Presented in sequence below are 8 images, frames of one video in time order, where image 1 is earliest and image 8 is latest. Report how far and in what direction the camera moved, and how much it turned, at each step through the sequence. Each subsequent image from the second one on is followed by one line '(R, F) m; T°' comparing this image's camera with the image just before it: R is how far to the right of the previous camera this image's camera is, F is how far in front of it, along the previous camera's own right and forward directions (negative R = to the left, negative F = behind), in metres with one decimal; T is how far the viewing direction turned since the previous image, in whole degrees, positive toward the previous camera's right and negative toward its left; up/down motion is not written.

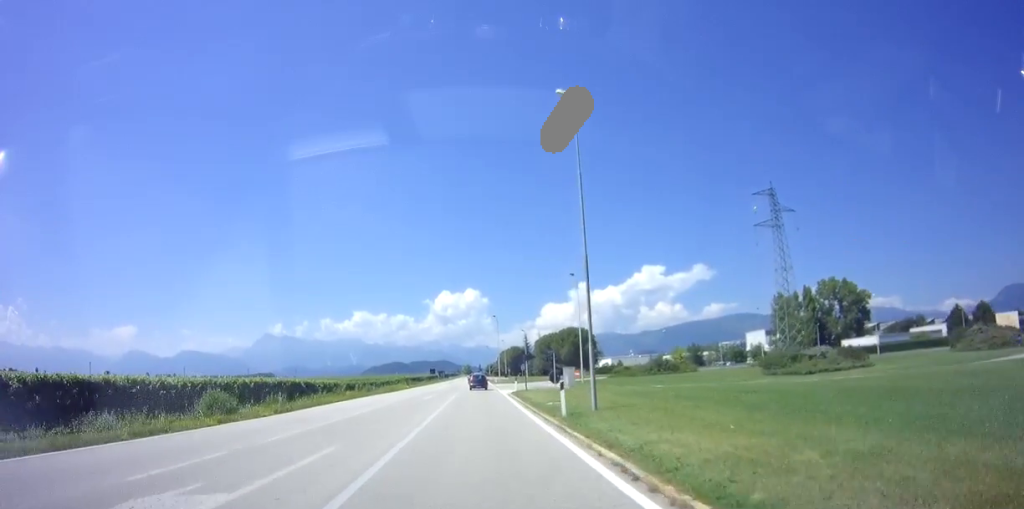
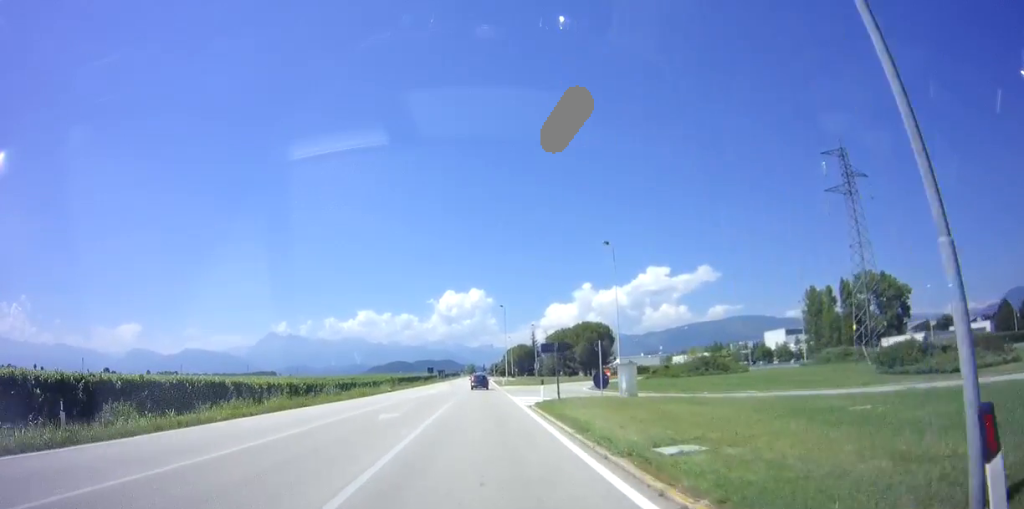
(0.0, +14.5) m; 0°
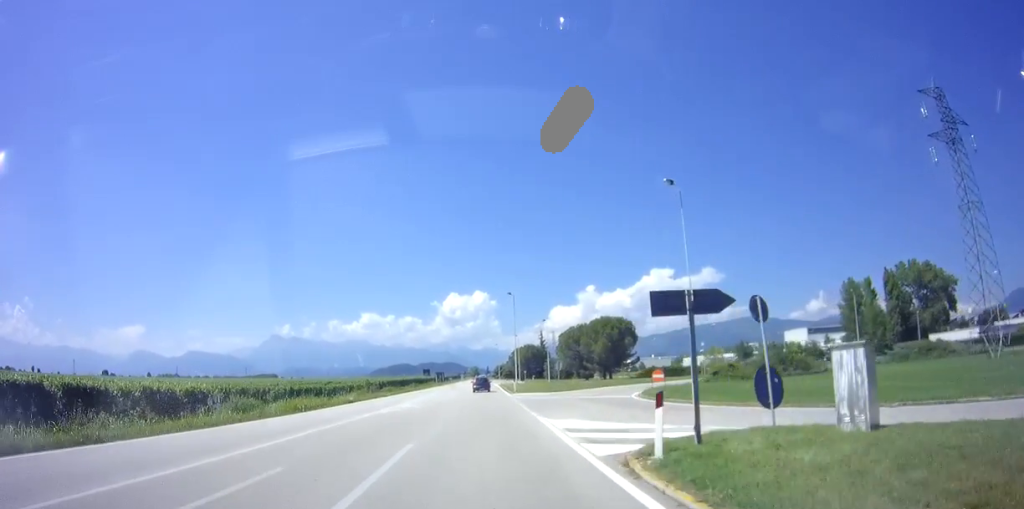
(+0.2, +15.1) m; 0°
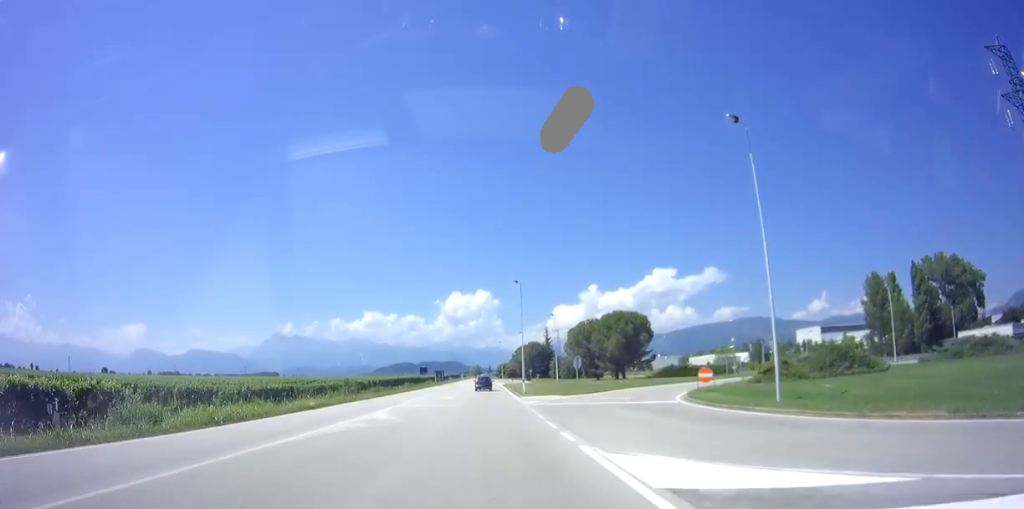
(-0.1, +8.2) m; 0°
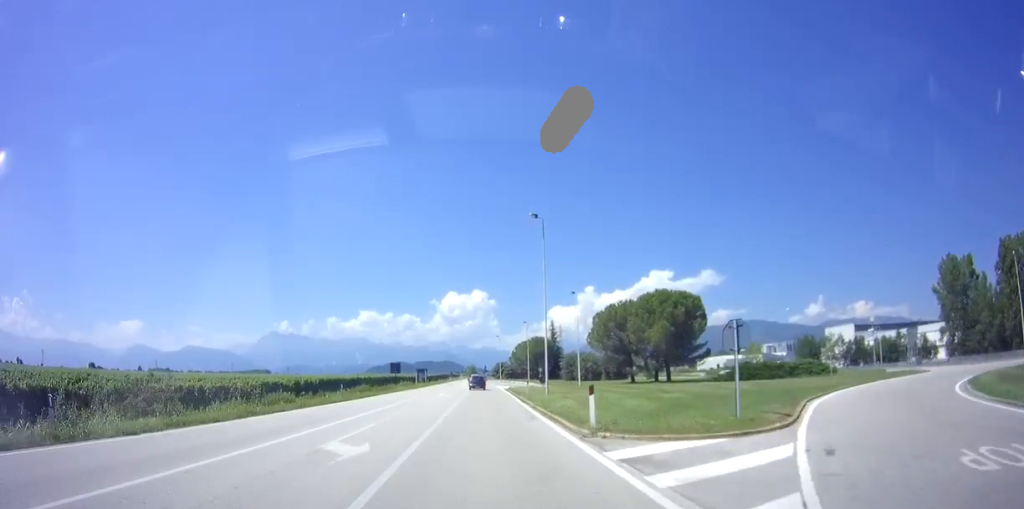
(-0.2, +25.8) m; 0°
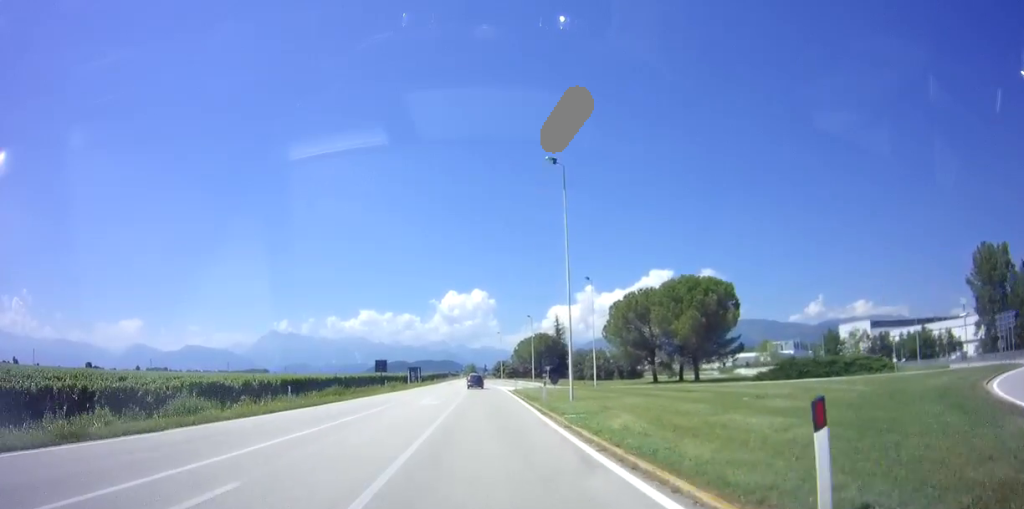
(+0.1, +9.5) m; 0°
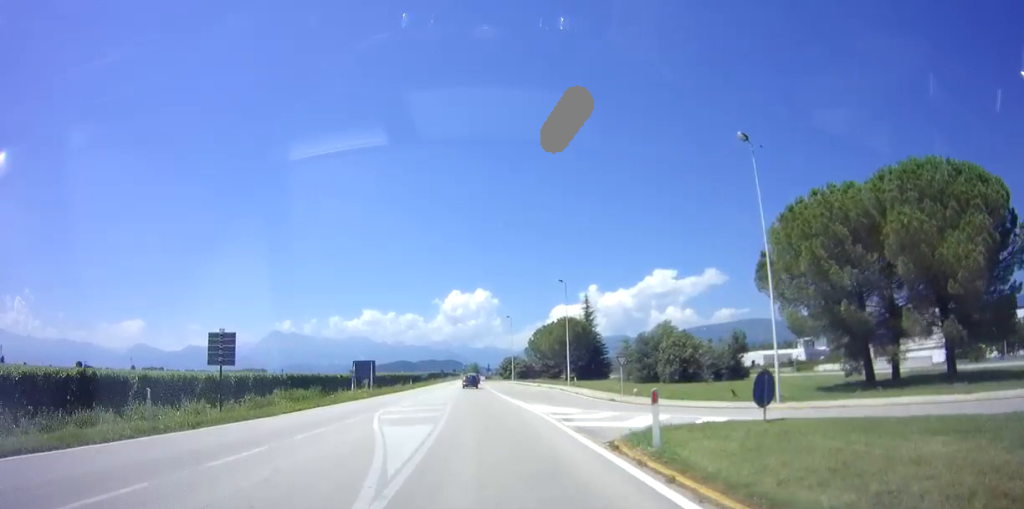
(-0.6, +36.9) m; -1°
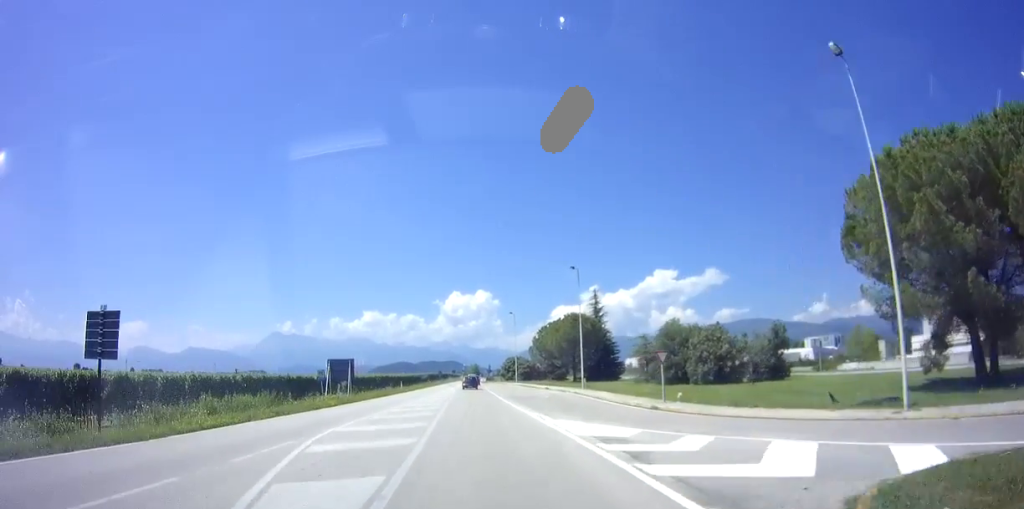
(-0.1, +7.7) m; 0°
